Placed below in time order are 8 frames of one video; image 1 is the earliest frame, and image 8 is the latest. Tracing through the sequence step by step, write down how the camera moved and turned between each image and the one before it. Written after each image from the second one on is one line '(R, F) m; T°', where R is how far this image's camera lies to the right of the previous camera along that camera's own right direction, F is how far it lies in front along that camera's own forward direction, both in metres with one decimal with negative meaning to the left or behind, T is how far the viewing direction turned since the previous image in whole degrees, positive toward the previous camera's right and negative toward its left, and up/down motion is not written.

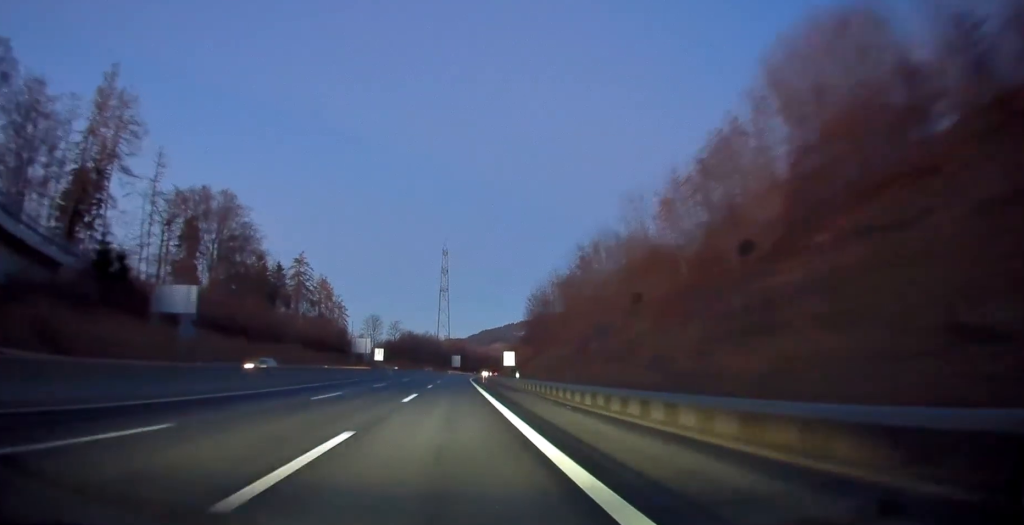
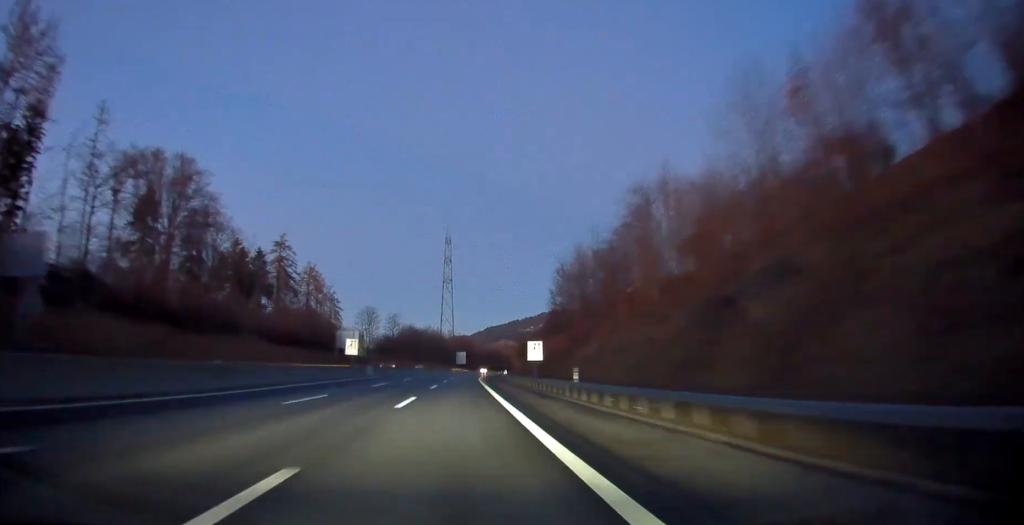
(-0.2, +22.7) m; -1°
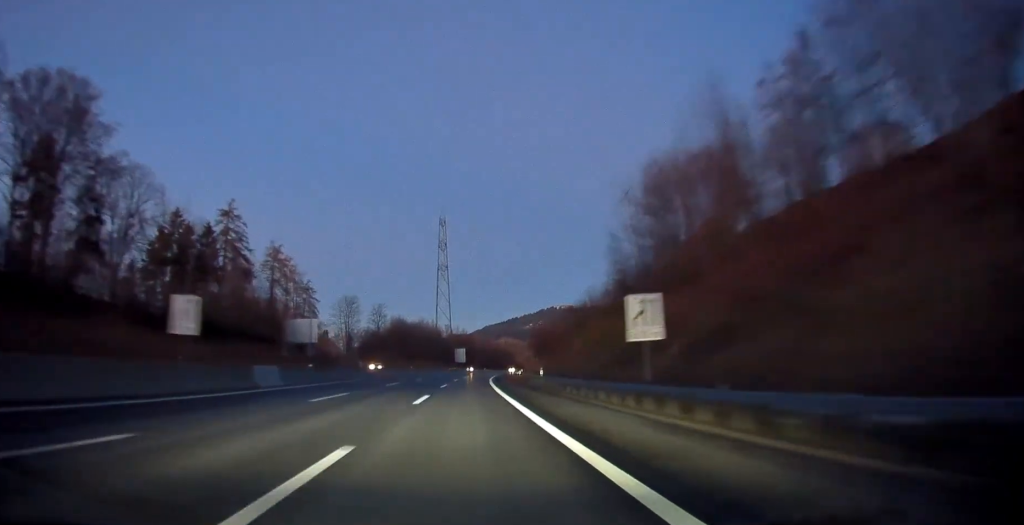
(-0.4, +33.4) m; -1°
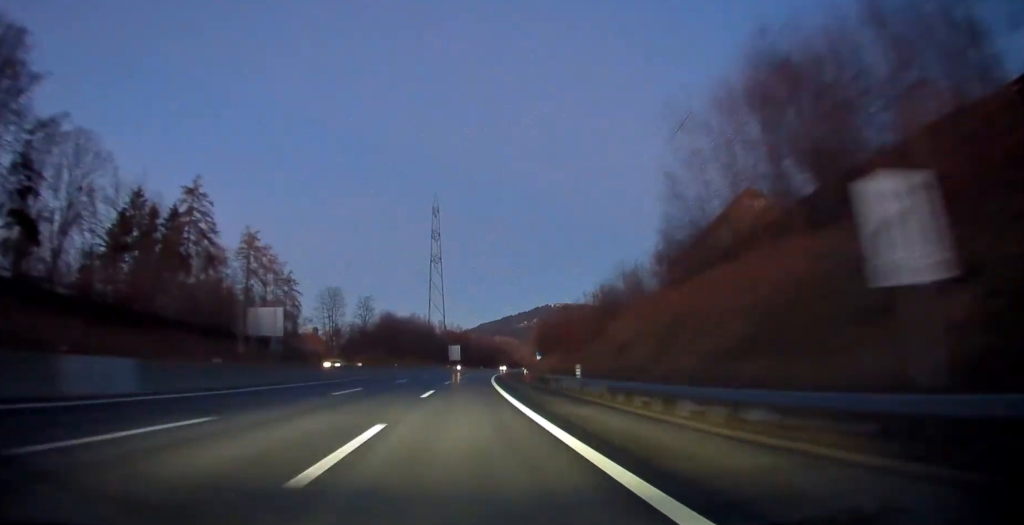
(0.0, +14.1) m; 0°
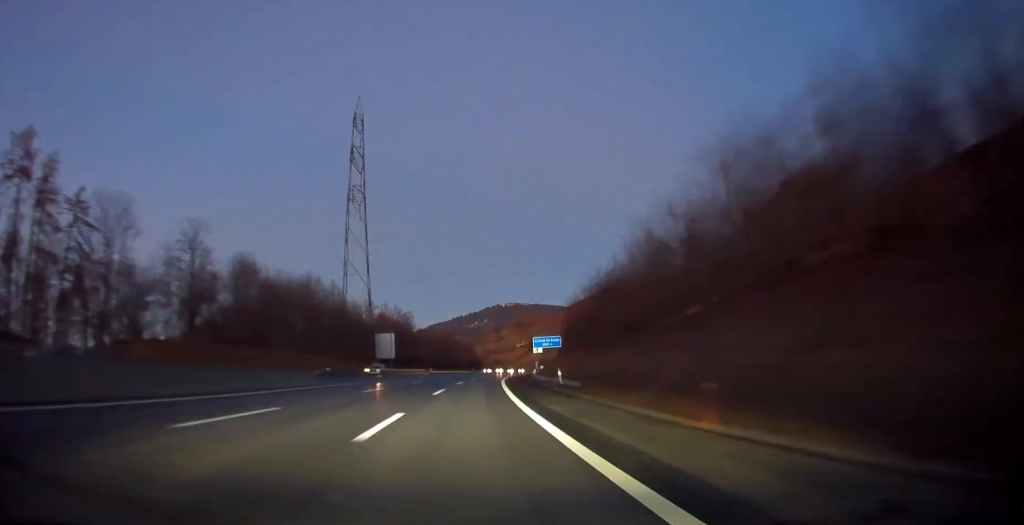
(+1.7, +85.8) m; +3°
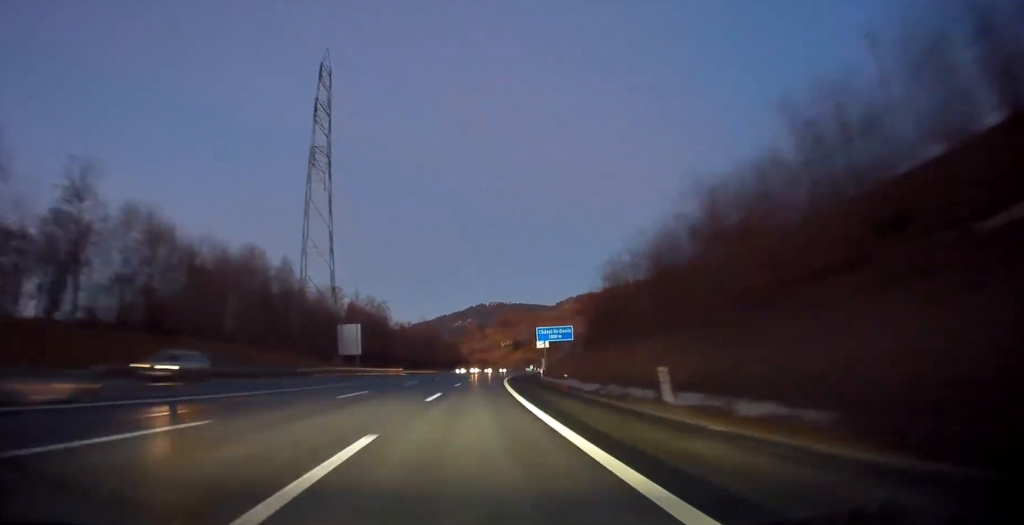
(+0.2, +21.8) m; +1°
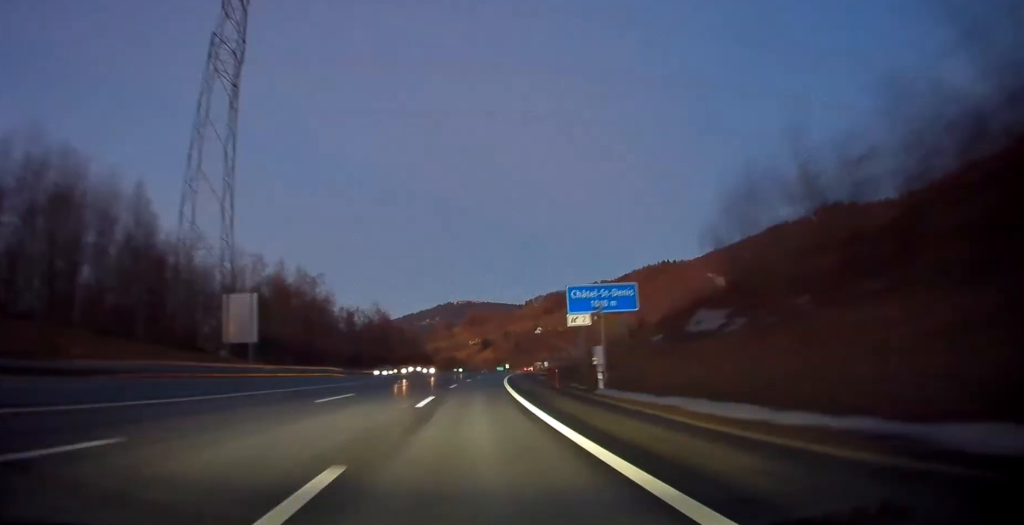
(+0.6, +39.1) m; +2°
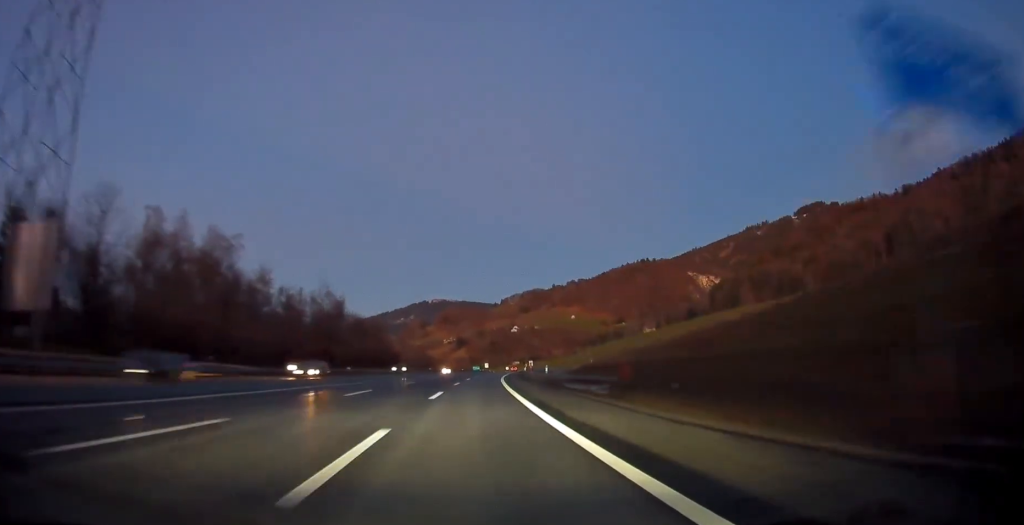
(+0.7, +31.6) m; +3°
